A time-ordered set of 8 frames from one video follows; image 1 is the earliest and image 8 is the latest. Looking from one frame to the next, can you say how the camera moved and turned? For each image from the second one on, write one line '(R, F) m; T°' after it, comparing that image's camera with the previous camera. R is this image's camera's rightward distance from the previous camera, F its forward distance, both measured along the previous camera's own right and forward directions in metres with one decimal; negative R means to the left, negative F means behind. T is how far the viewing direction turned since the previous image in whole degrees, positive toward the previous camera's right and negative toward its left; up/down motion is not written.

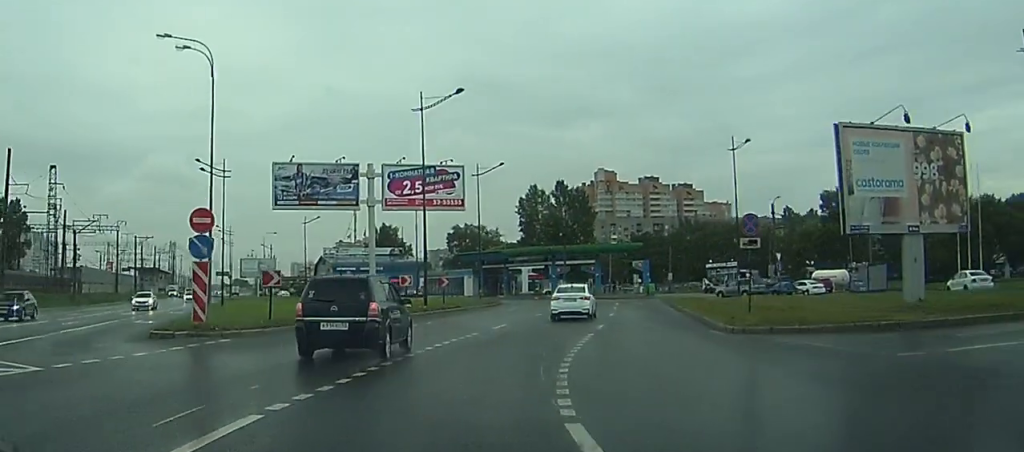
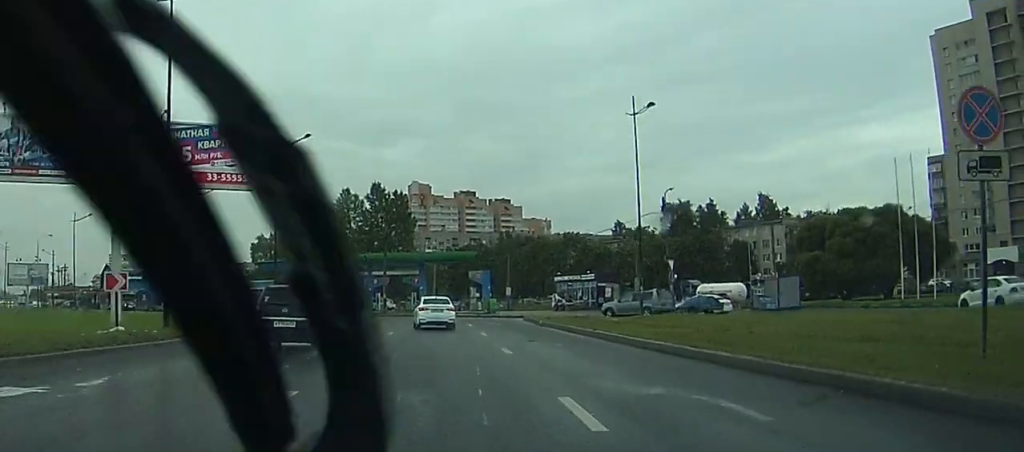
(+0.6, +19.7) m; +6°
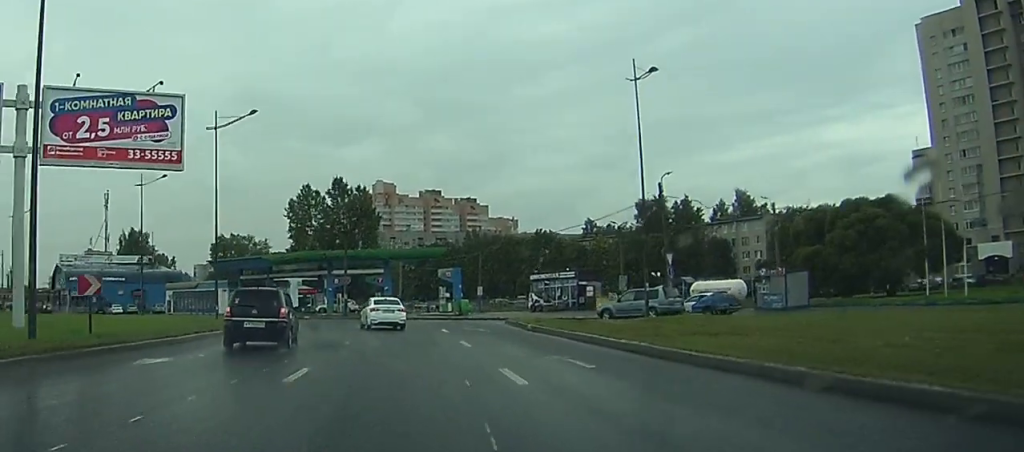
(+0.6, +7.0) m; +5°
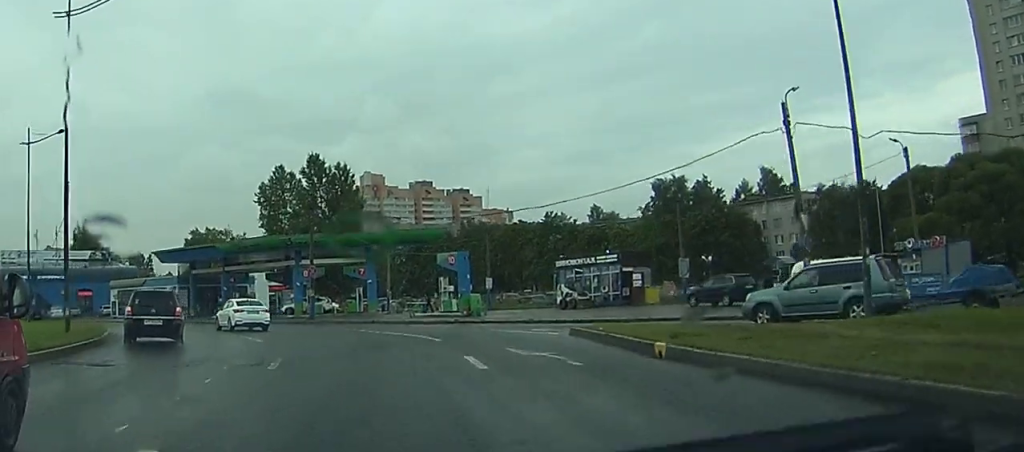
(+1.3, +19.0) m; +5°
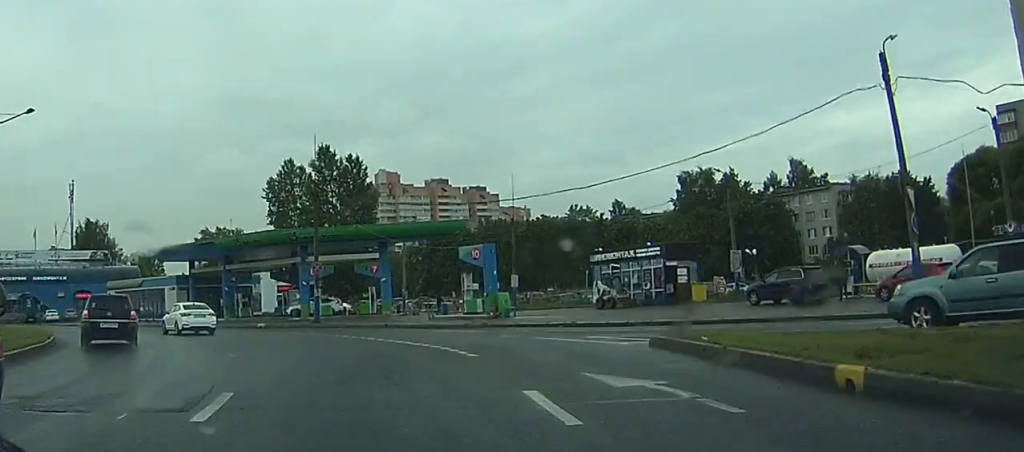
(+0.1, +6.7) m; 0°
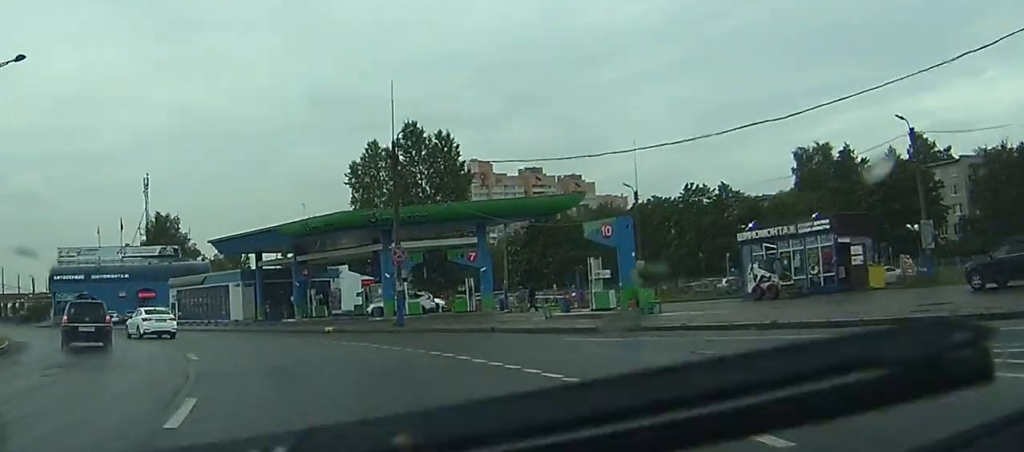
(-0.2, +12.0) m; -2°
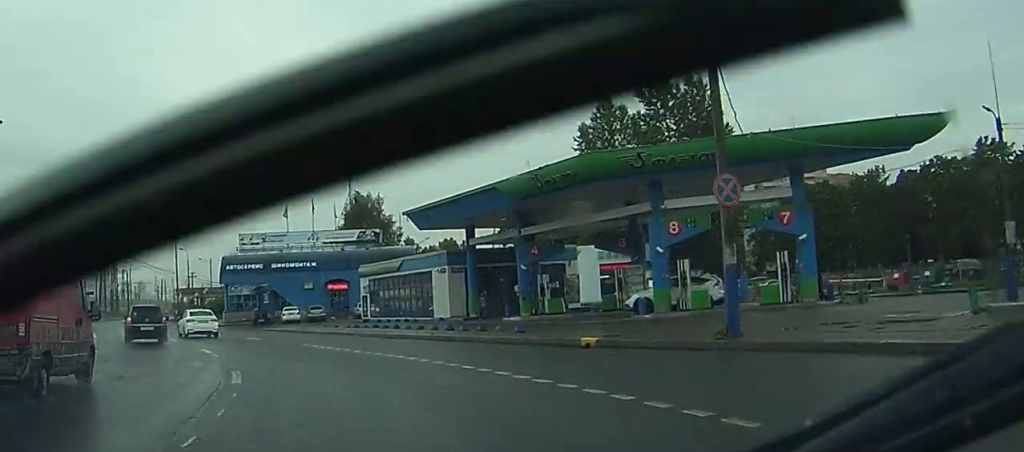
(-1.2, +19.1) m; -9°
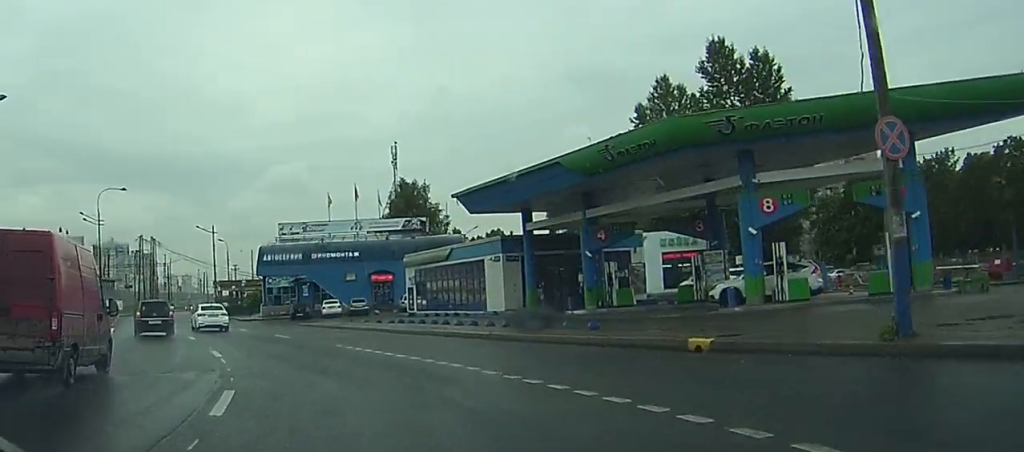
(-0.2, +5.5) m; -3°
